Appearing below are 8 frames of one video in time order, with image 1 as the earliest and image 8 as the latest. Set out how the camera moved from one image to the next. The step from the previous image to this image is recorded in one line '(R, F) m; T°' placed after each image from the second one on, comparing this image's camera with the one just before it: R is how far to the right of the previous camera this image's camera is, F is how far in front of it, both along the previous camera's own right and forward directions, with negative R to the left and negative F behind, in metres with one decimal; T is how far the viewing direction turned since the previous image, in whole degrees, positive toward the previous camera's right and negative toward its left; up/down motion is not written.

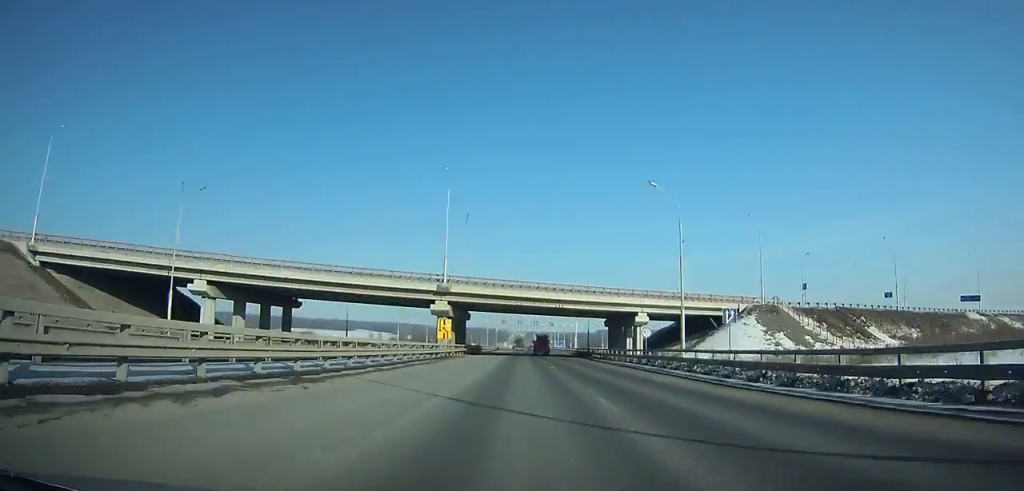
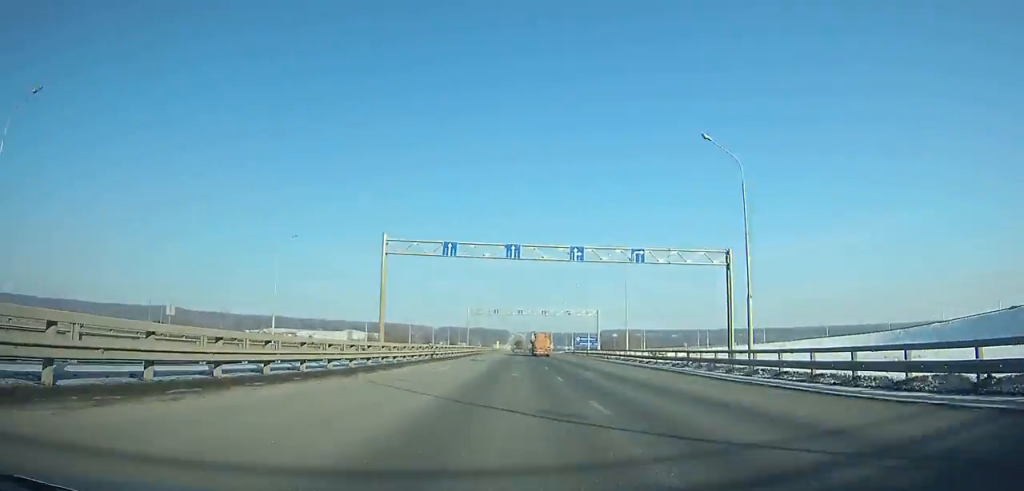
(-0.1, +106.5) m; 0°
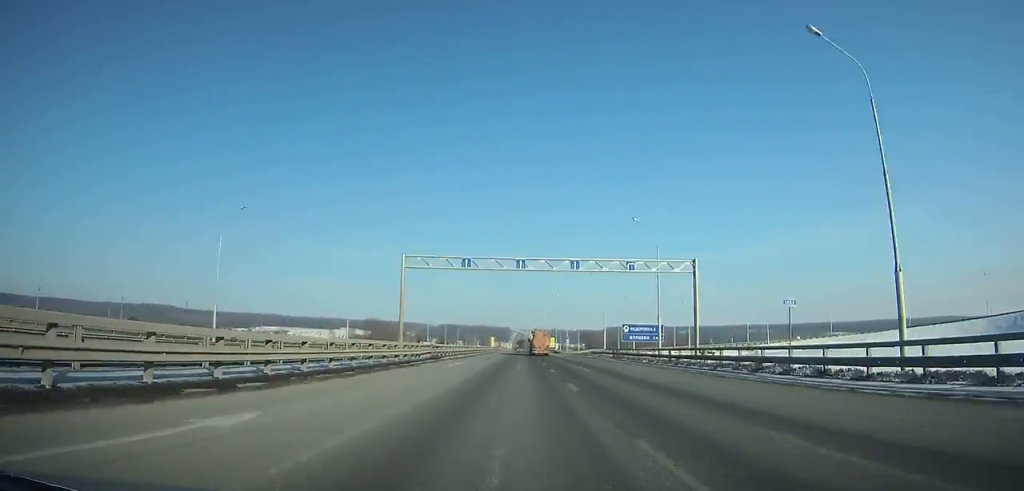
(-0.2, +53.2) m; 0°
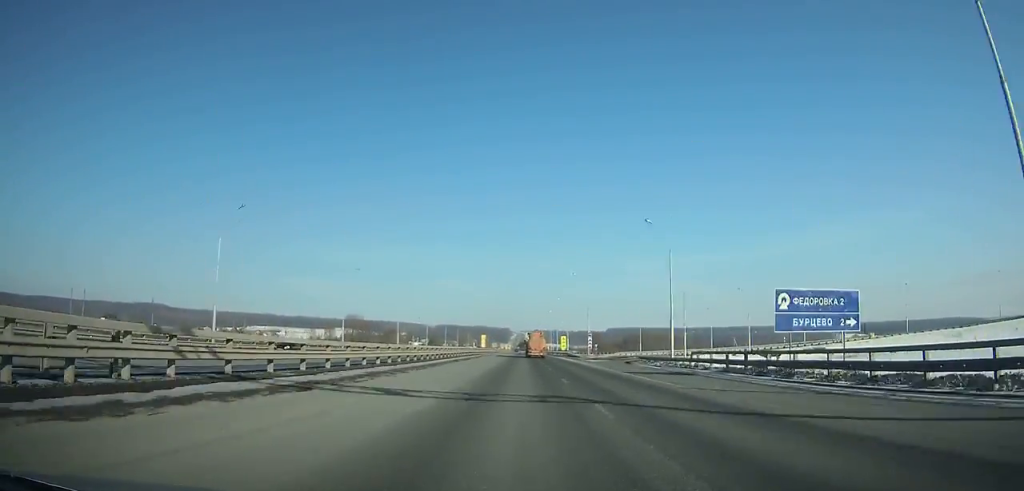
(0.0, +40.6) m; 0°
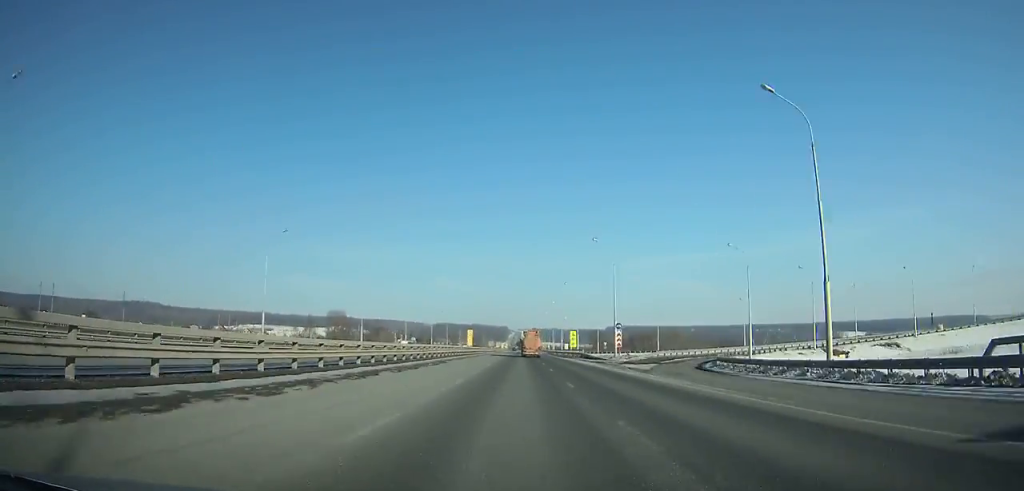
(0.0, +27.0) m; 0°
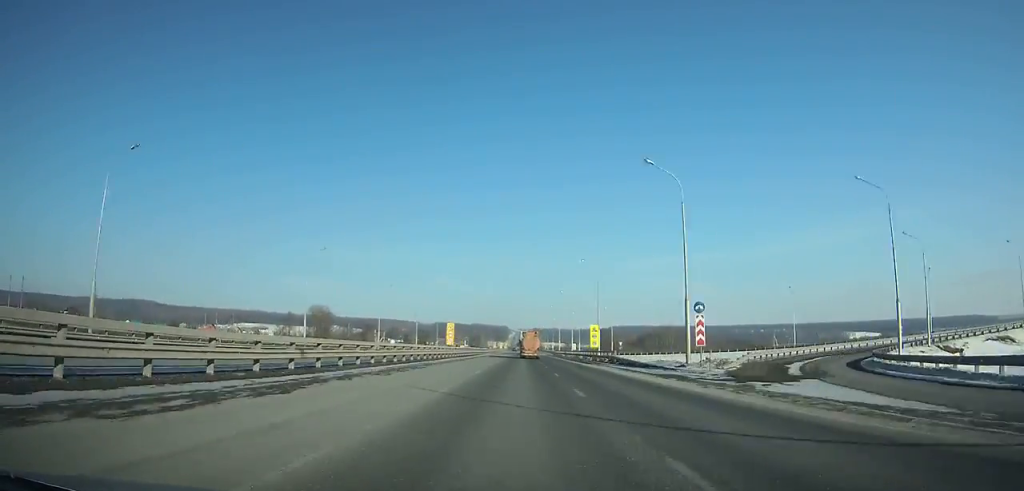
(0.0, +26.0) m; 0°
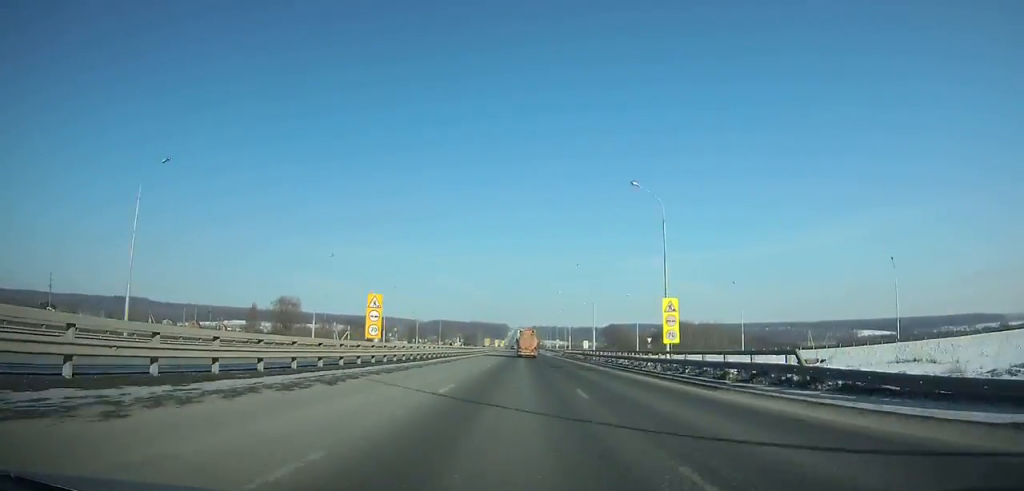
(0.0, +34.1) m; 0°
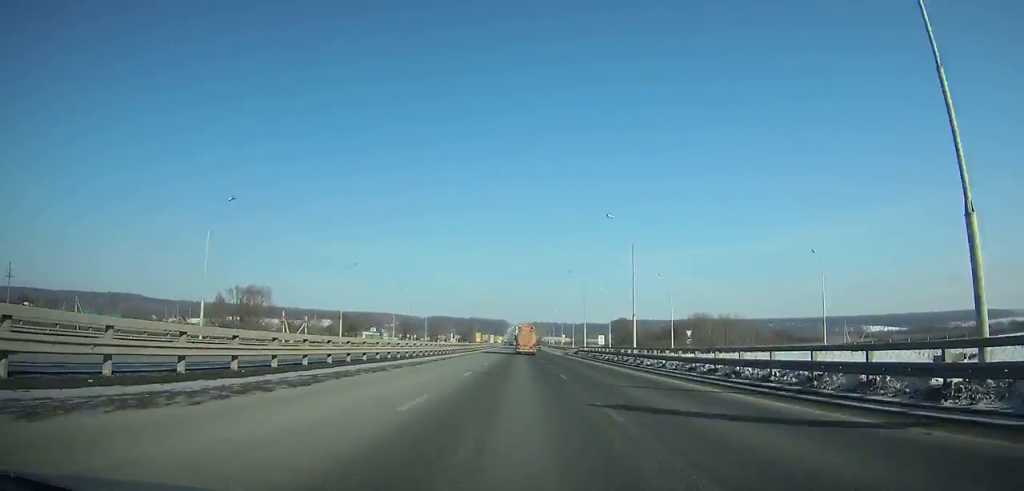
(0.0, +26.5) m; 0°
